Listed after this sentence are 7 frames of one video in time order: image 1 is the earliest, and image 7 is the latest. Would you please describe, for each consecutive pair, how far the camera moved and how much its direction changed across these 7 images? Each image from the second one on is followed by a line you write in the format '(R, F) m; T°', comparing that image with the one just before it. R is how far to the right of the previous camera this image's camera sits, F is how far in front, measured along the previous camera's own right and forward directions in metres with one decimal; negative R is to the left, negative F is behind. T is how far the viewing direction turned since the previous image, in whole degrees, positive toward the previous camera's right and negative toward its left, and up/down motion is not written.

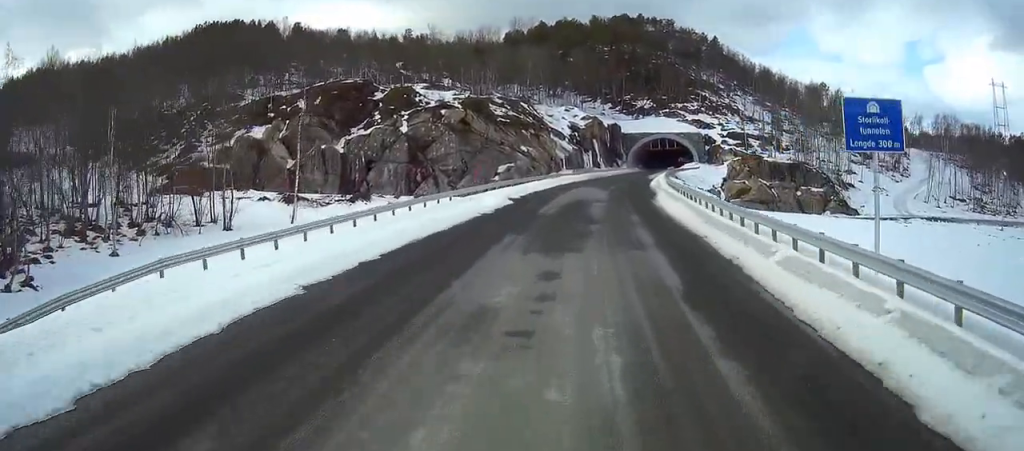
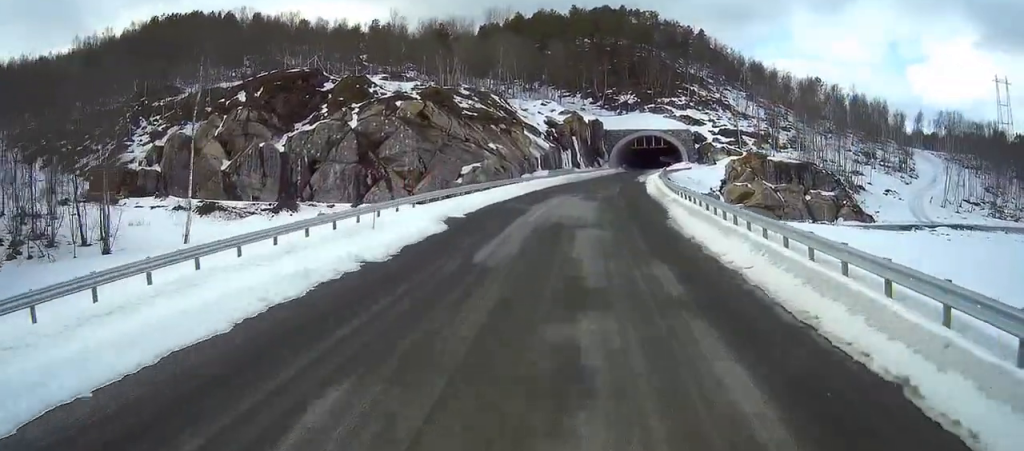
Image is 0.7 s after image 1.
(+0.2, +14.3) m; +1°
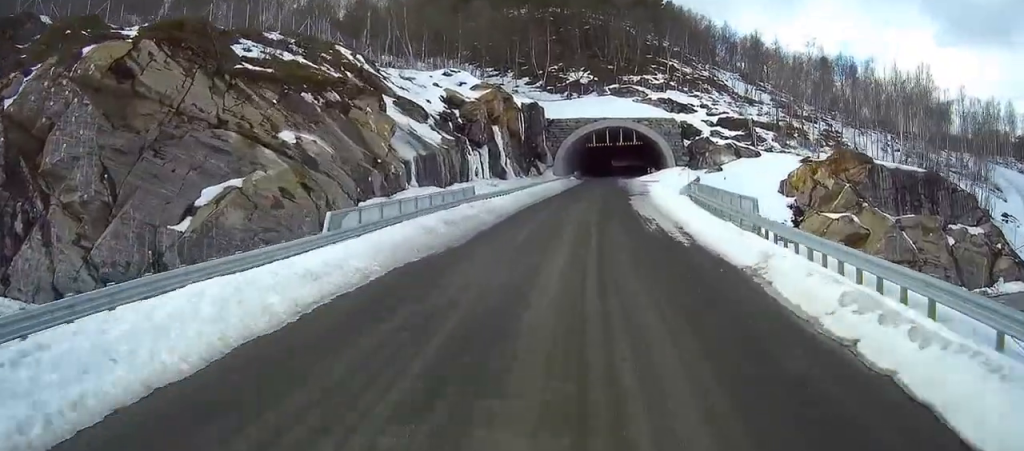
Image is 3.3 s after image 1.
(+0.1, +52.3) m; +2°
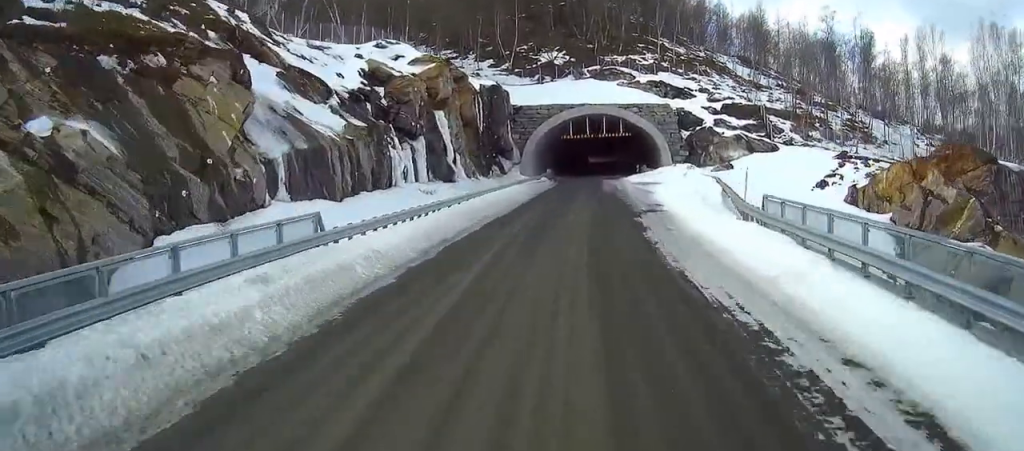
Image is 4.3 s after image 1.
(+0.6, +19.3) m; +4°
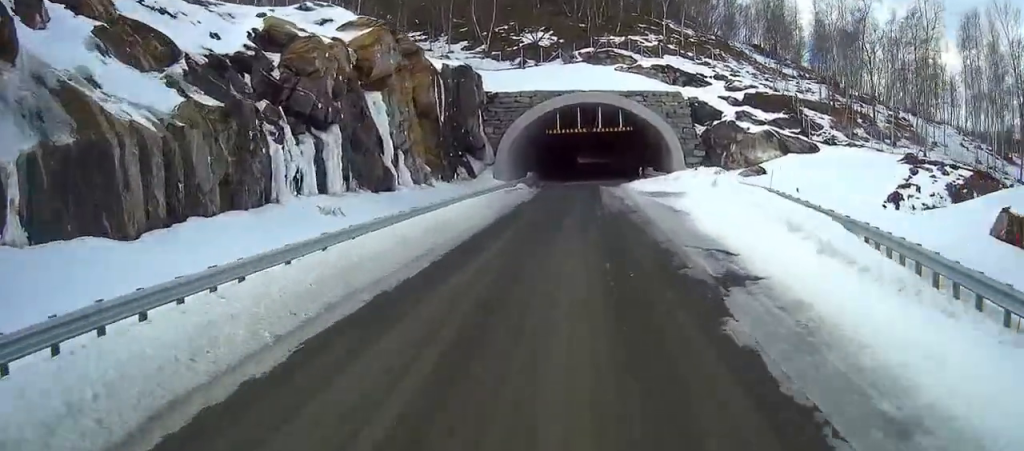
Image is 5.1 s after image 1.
(+0.5, +16.7) m; +3°
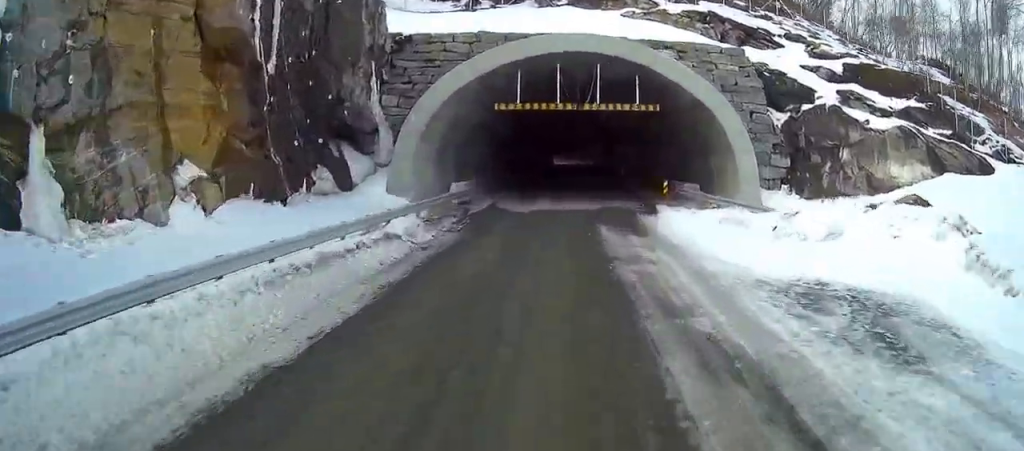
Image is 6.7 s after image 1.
(+1.1, +31.6) m; +3°
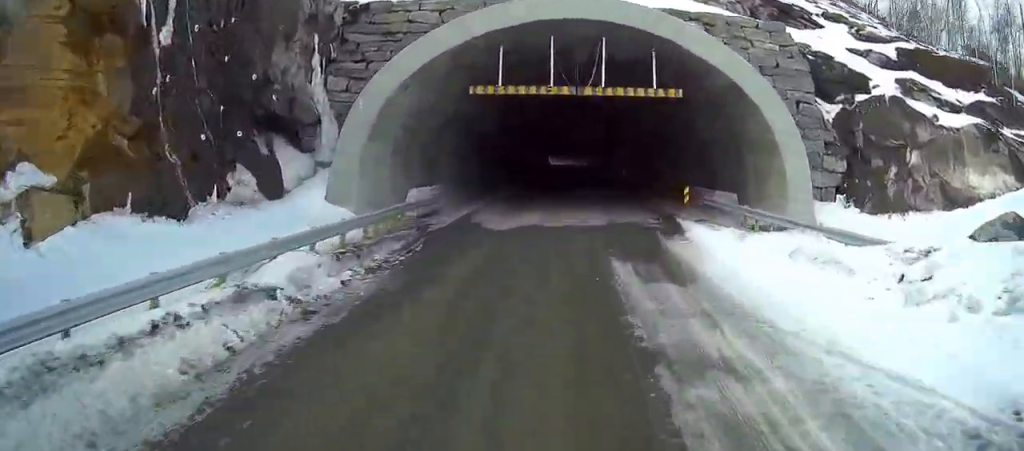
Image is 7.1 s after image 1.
(0.0, +8.1) m; +1°
